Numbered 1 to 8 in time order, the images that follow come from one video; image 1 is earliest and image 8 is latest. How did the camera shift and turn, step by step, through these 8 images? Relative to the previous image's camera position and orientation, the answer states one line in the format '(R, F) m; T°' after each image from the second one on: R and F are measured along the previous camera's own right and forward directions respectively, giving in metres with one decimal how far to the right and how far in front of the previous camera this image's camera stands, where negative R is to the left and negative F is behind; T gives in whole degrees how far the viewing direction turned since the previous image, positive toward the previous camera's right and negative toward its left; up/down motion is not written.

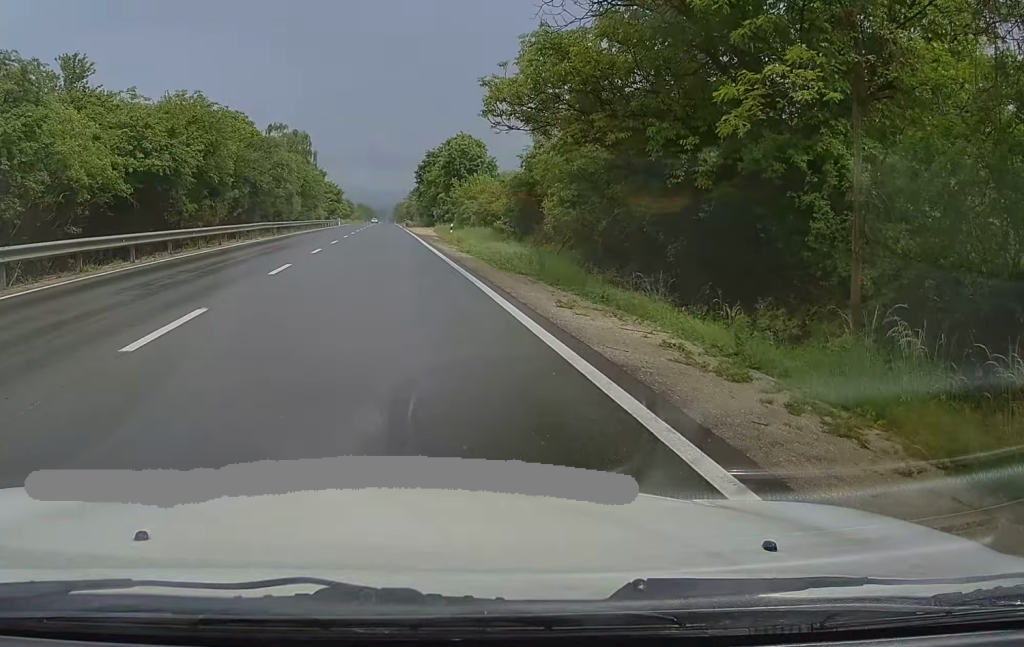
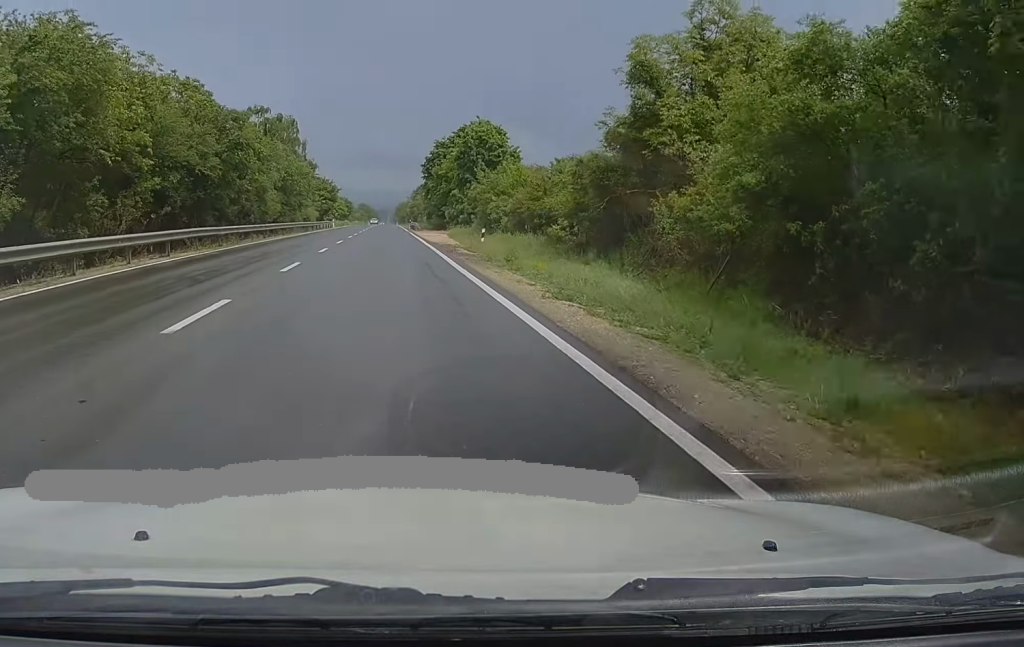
(0.0, +16.6) m; 0°
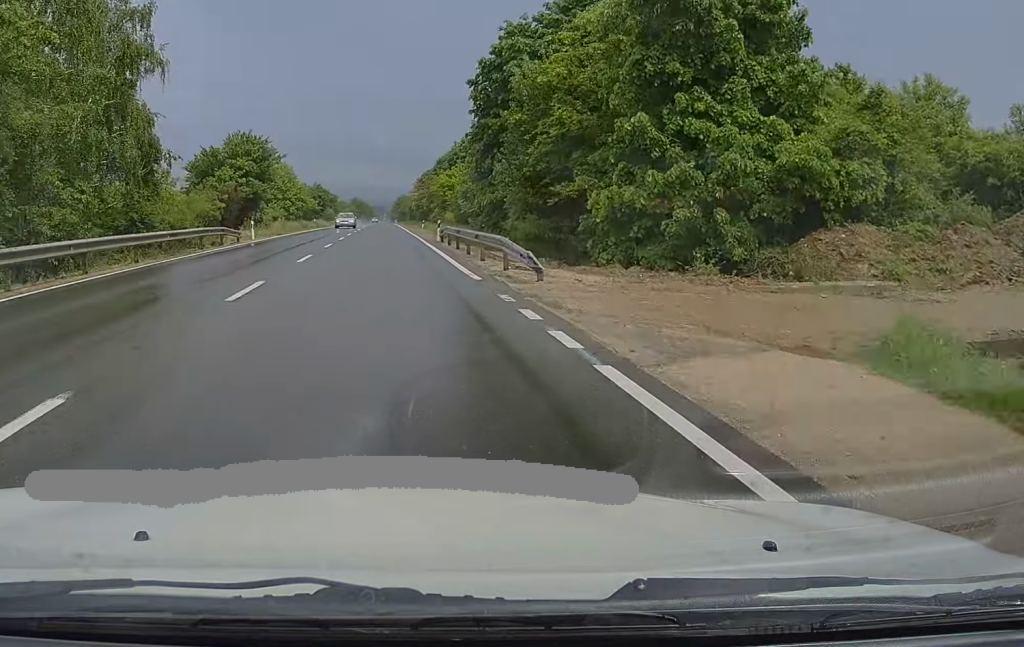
(+0.6, +59.4) m; +1°
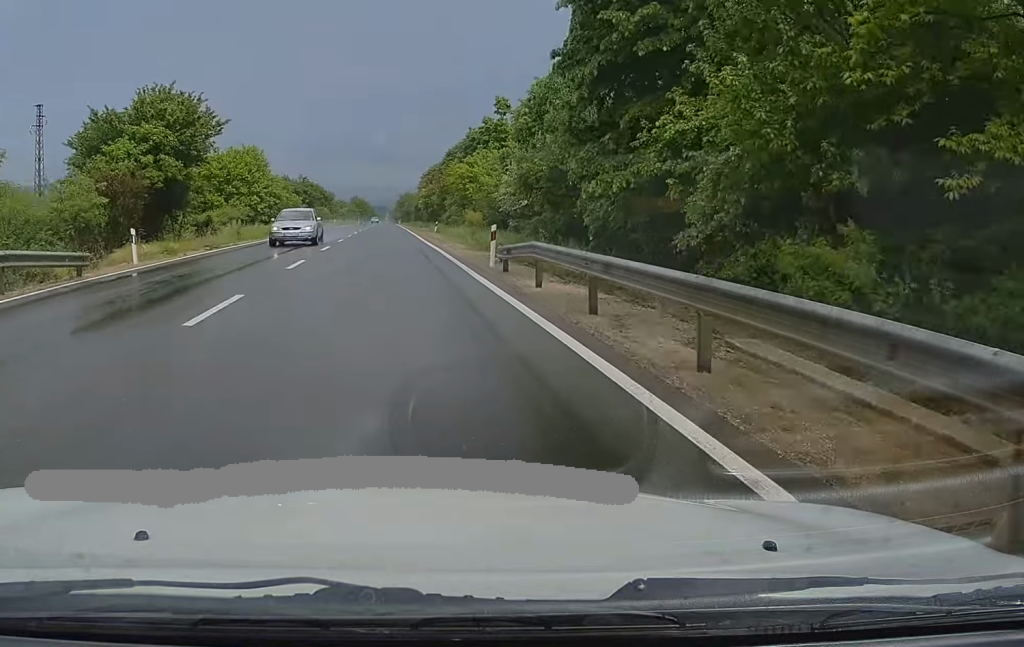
(-0.1, +20.3) m; 0°
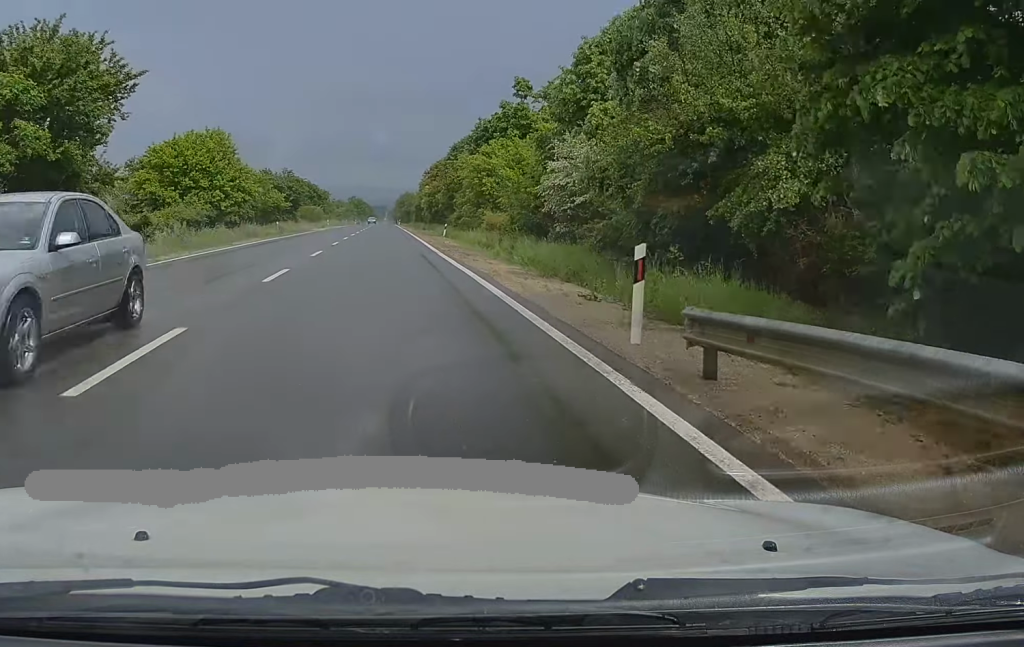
(-0.2, +12.2) m; 0°
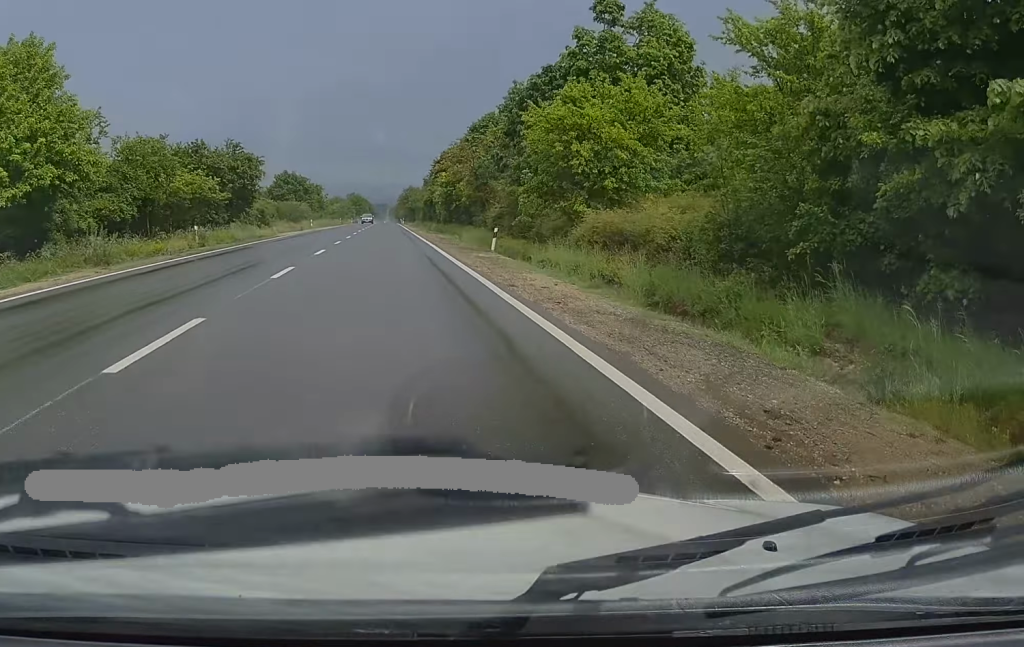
(+0.4, +25.9) m; 0°
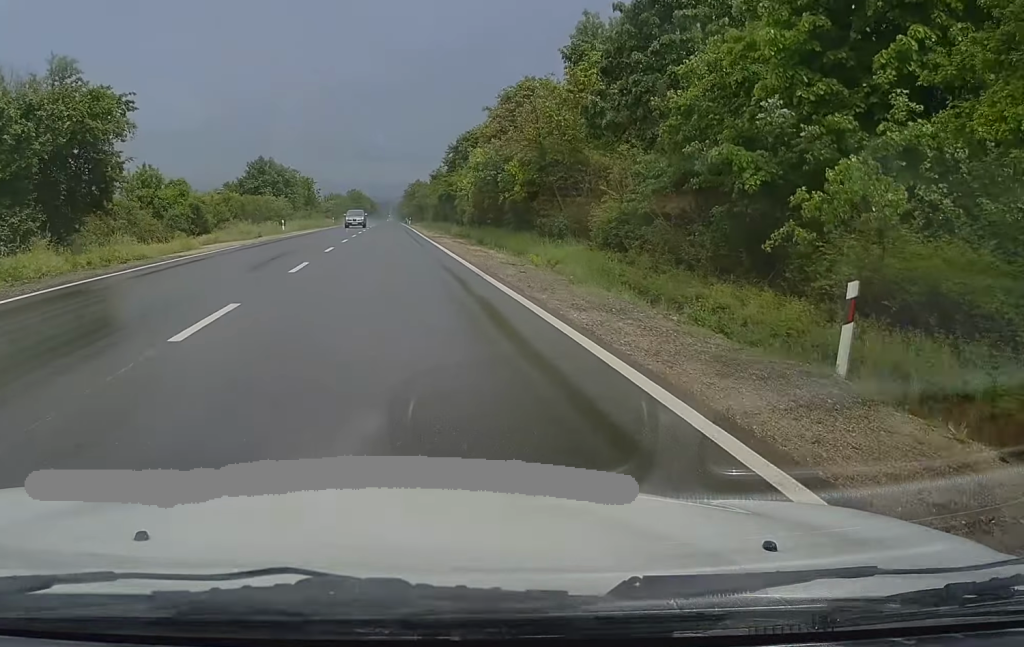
(-0.3, +24.9) m; 0°
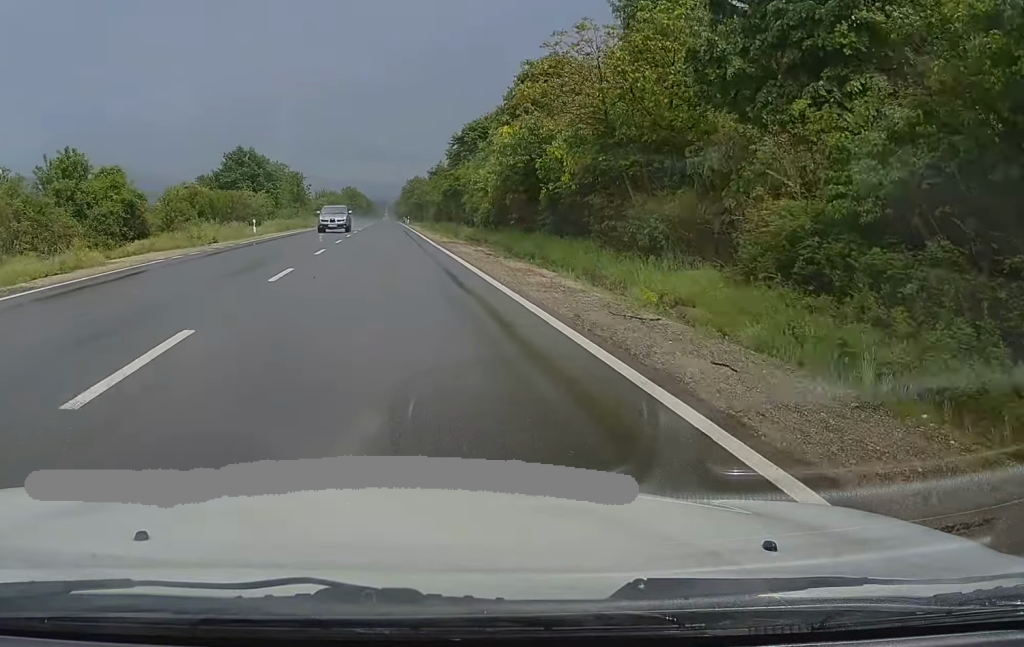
(+0.2, +11.3) m; 0°
